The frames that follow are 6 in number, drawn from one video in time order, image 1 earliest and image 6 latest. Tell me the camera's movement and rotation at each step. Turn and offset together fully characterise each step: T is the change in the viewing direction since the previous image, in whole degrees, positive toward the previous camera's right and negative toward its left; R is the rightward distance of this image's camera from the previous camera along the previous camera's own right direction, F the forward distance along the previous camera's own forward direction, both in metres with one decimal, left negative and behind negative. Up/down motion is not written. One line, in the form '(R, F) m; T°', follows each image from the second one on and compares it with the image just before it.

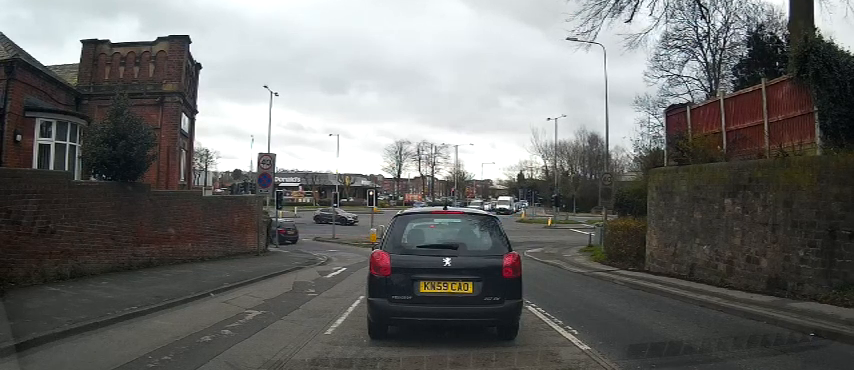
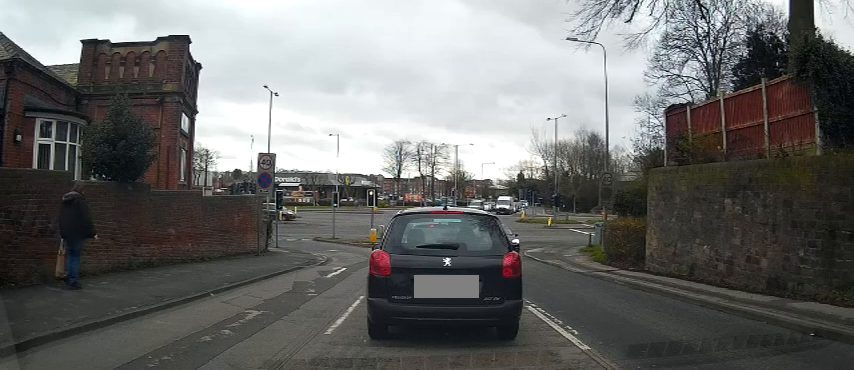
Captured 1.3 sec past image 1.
(0.0, 0.0) m; 0°
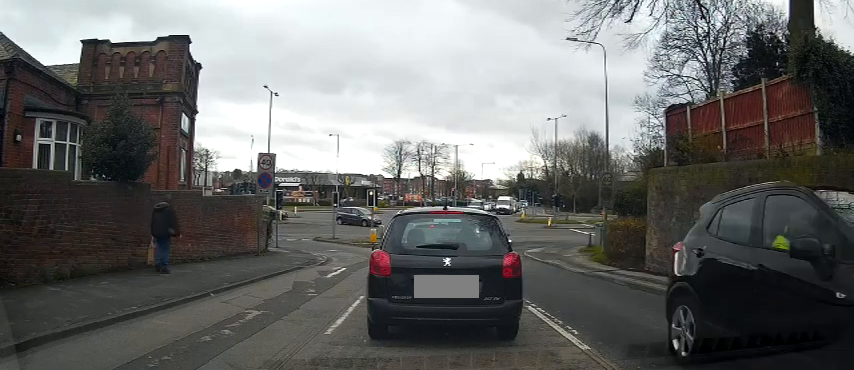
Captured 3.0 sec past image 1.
(0.0, 0.0) m; 0°
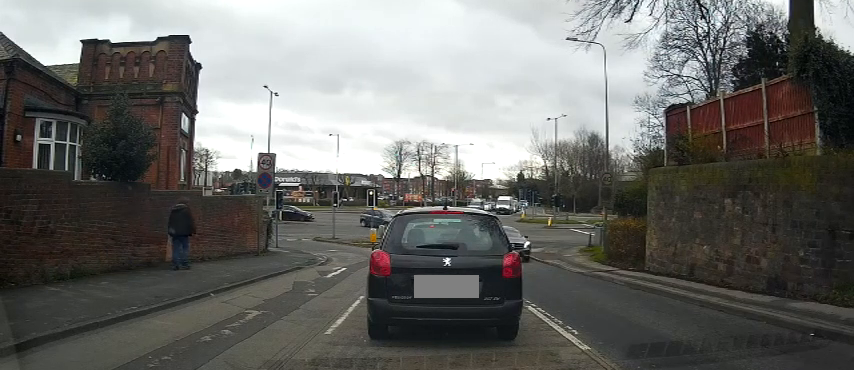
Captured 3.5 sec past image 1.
(0.0, 0.0) m; 0°
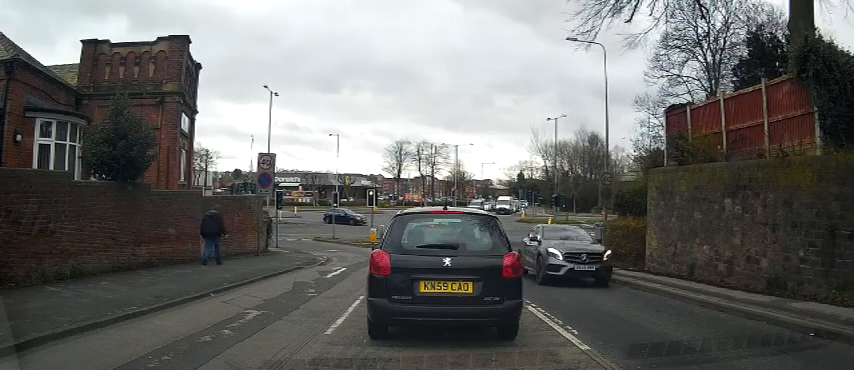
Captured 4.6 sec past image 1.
(0.0, 0.0) m; 0°
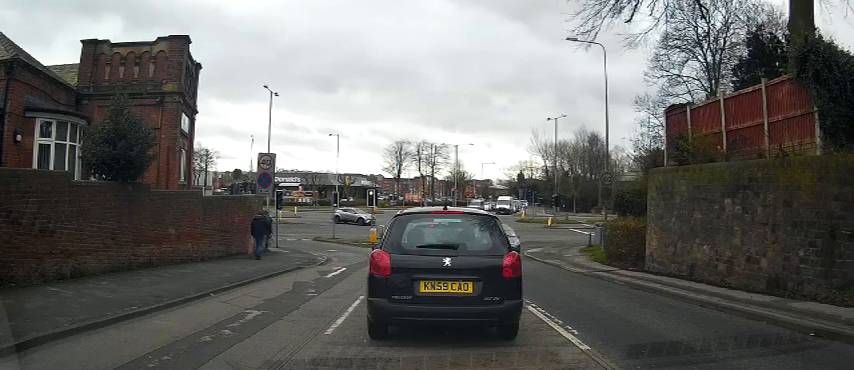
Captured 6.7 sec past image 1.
(0.0, 0.0) m; 0°
